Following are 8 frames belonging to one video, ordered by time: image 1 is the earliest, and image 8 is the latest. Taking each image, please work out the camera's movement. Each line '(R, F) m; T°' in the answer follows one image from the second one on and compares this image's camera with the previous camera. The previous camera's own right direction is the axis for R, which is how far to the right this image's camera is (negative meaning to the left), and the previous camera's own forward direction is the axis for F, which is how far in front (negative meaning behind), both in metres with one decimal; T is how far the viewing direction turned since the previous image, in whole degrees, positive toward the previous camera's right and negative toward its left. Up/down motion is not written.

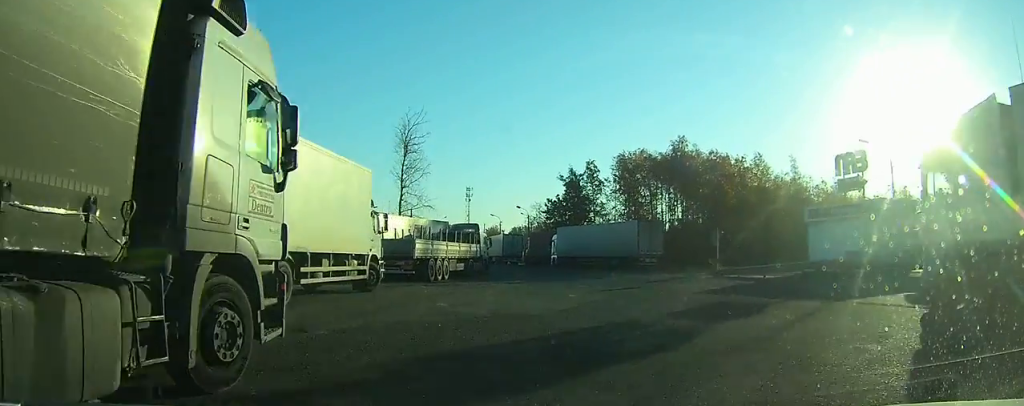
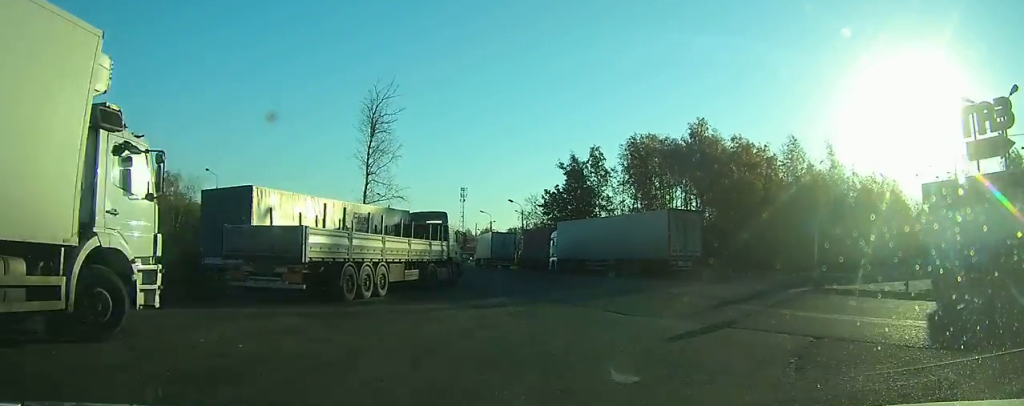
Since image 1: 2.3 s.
(-0.2, +12.1) m; +2°
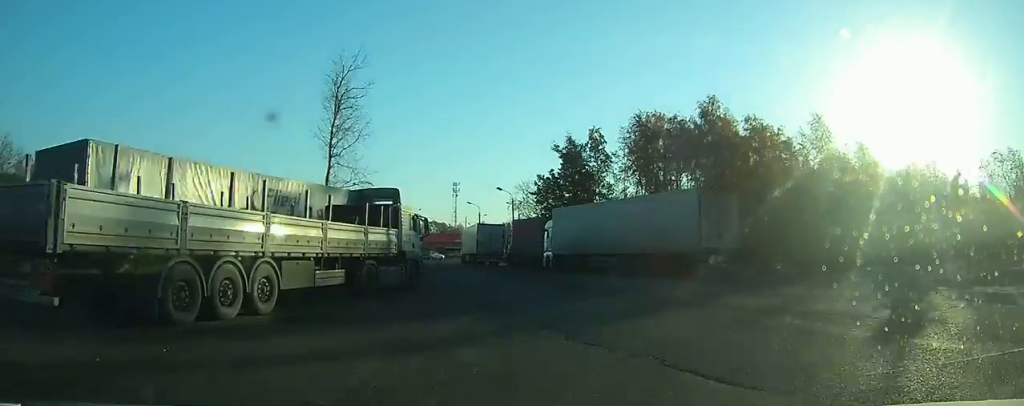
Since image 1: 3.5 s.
(+0.3, +8.3) m; +1°
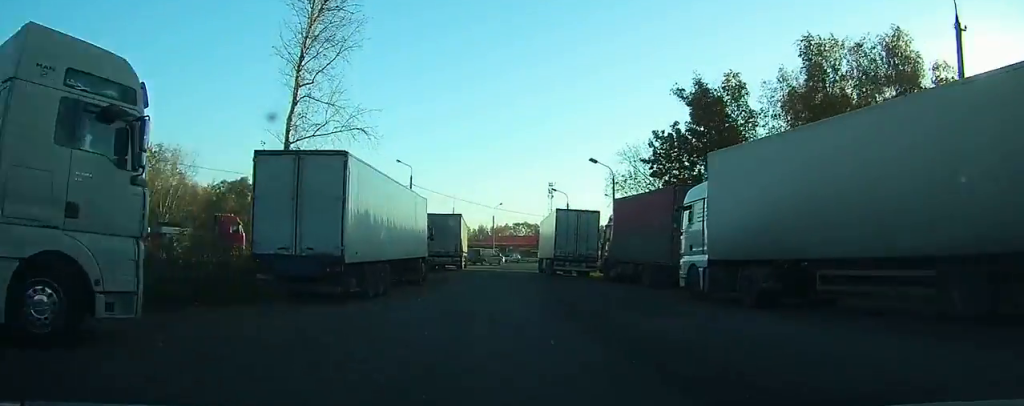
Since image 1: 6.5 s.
(+0.3, +21.0) m; -5°
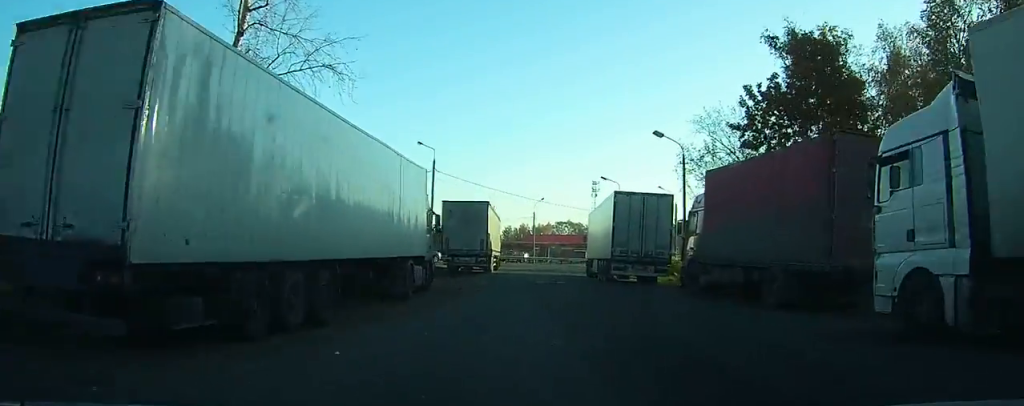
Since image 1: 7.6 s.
(-0.8, +8.5) m; -3°
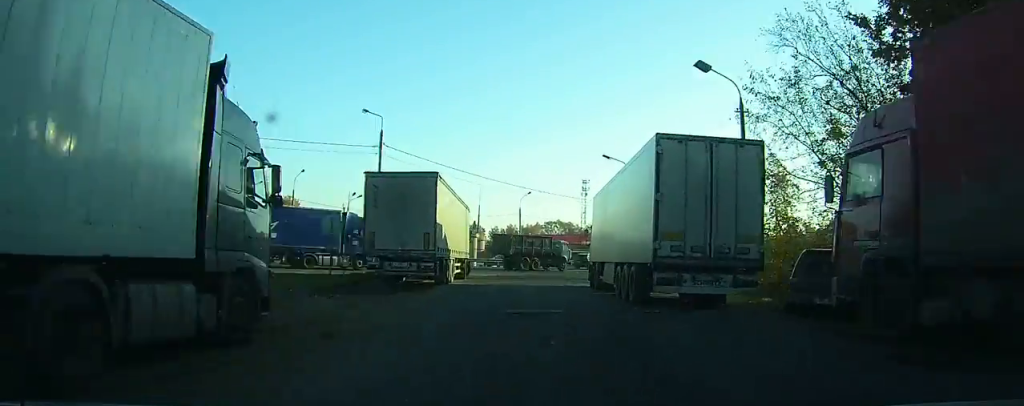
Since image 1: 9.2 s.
(-0.5, +11.7) m; -4°
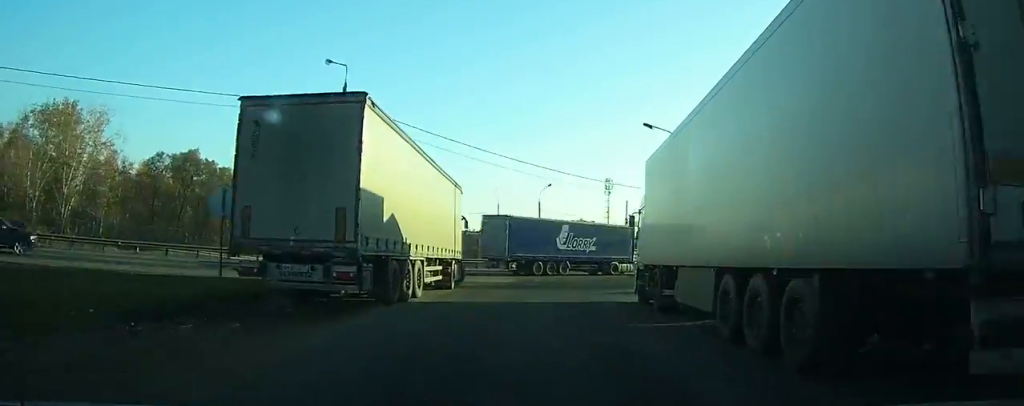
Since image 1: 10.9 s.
(-0.2, +11.9) m; -2°
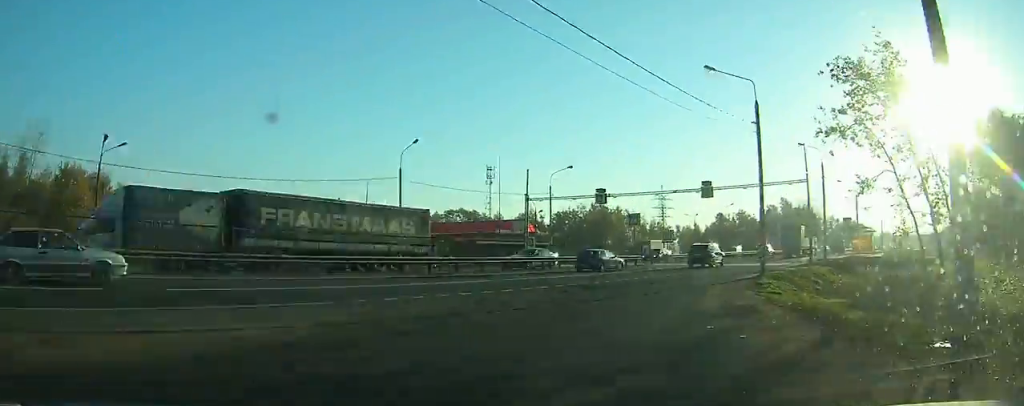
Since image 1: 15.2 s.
(+1.2, +26.3) m; +12°
